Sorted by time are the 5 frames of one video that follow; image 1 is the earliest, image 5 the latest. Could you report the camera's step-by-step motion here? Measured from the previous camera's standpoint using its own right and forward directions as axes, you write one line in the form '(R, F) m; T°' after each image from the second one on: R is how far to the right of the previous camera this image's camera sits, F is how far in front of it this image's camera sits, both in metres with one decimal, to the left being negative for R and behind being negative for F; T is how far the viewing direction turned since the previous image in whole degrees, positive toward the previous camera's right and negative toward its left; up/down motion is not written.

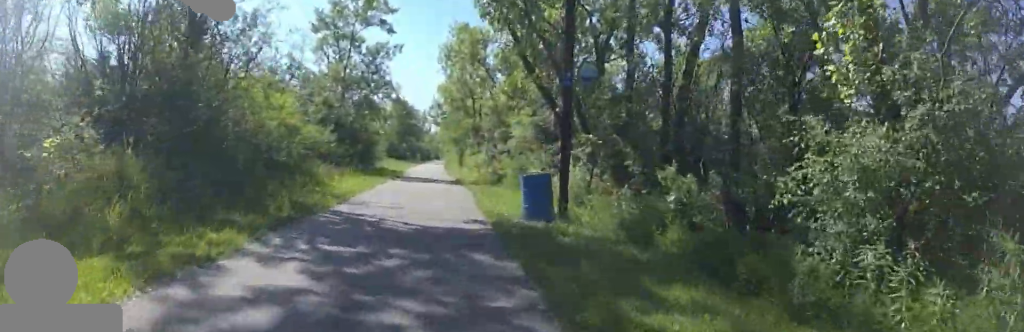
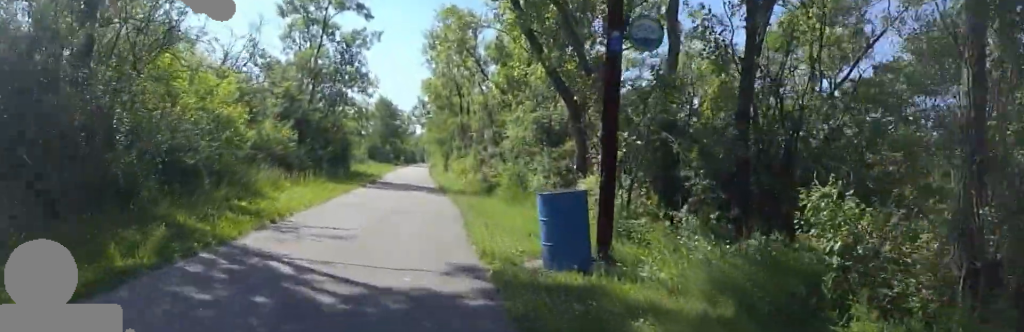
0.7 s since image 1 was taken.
(+0.1, +4.2) m; -1°
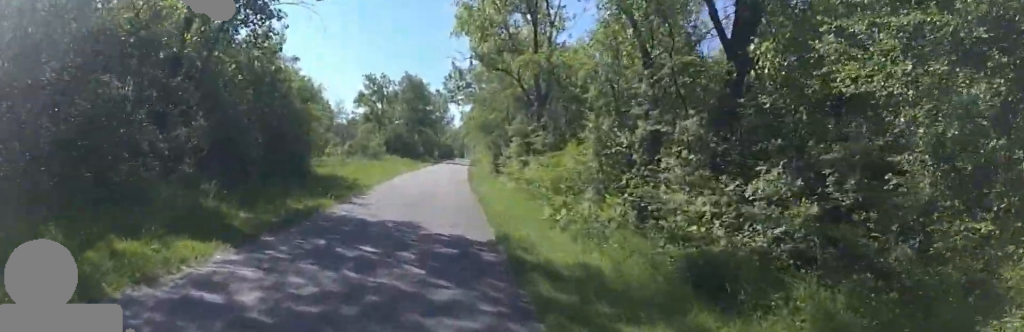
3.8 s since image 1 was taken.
(-0.4, +19.3) m; -1°
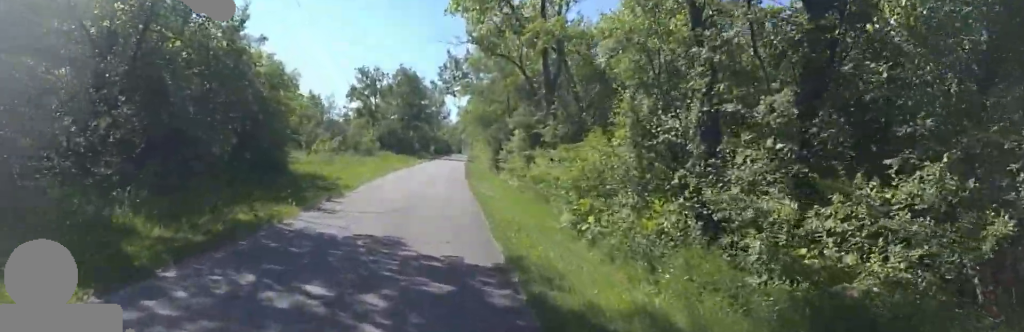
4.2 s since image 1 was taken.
(0.0, +2.7) m; -3°
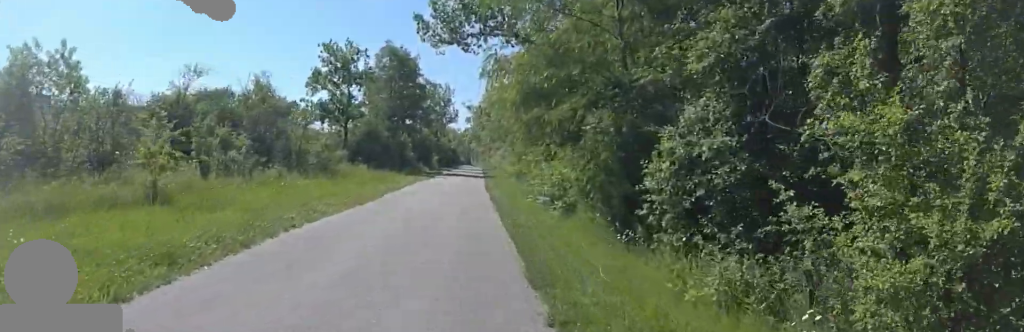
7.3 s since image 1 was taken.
(-1.8, +19.4) m; -11°
